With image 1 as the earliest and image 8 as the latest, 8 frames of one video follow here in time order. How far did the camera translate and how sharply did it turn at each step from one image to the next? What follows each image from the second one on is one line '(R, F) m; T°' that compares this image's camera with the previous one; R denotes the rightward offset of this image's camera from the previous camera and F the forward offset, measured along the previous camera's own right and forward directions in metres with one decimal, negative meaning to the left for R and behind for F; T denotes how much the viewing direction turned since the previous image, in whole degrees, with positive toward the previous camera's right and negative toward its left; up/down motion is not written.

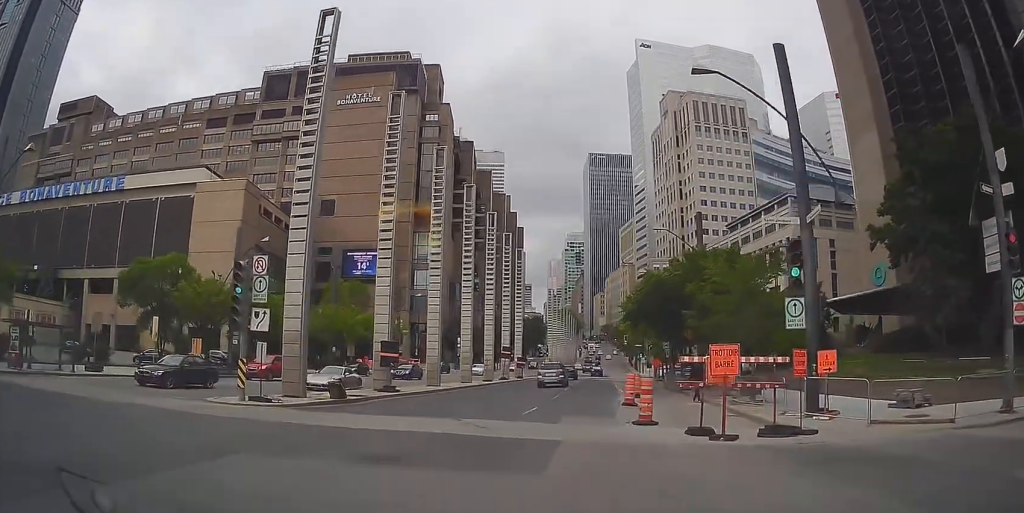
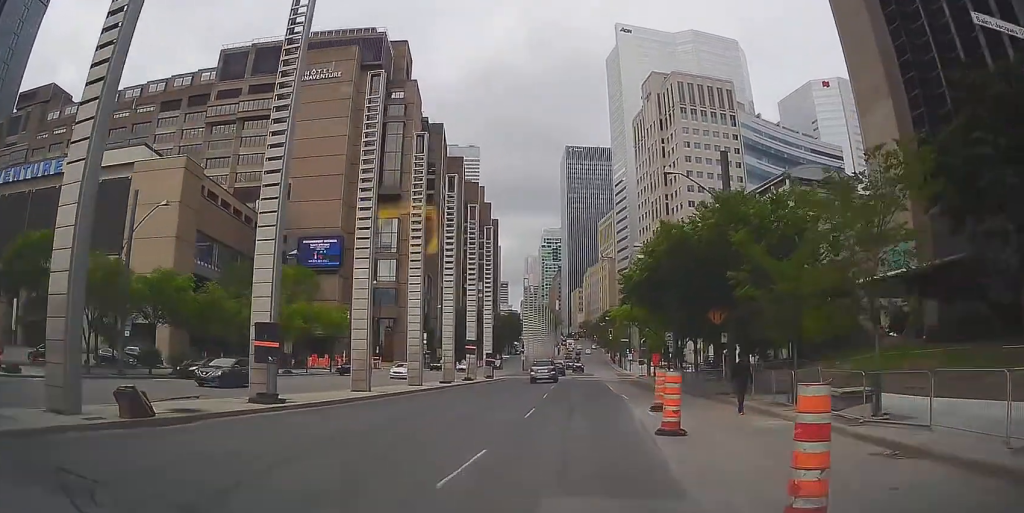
(+0.5, +11.7) m; +4°
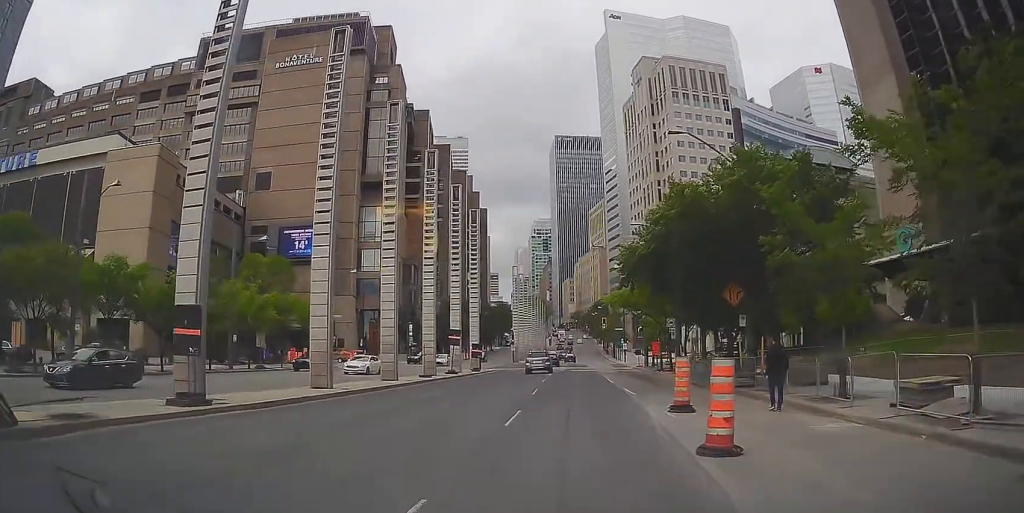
(0.0, +4.2) m; +1°
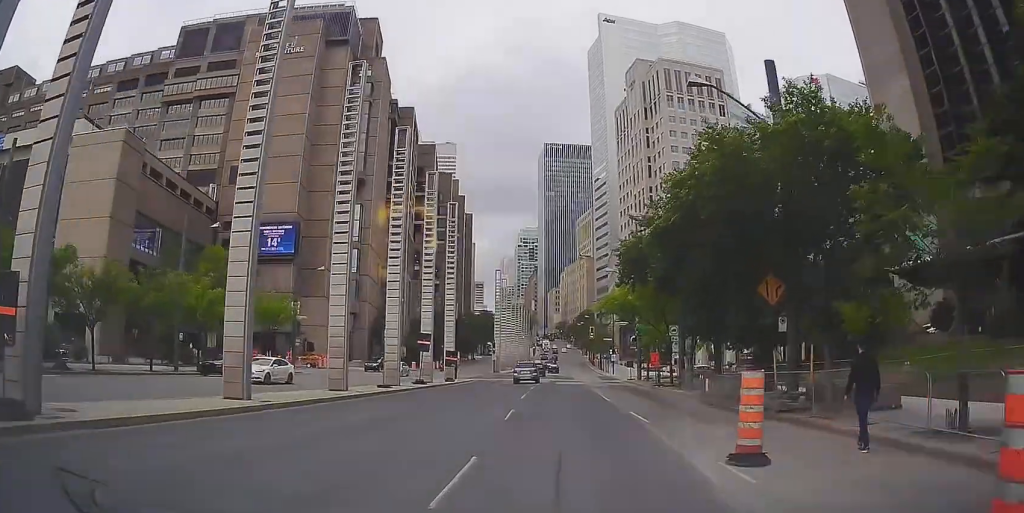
(+0.1, +5.9) m; 0°
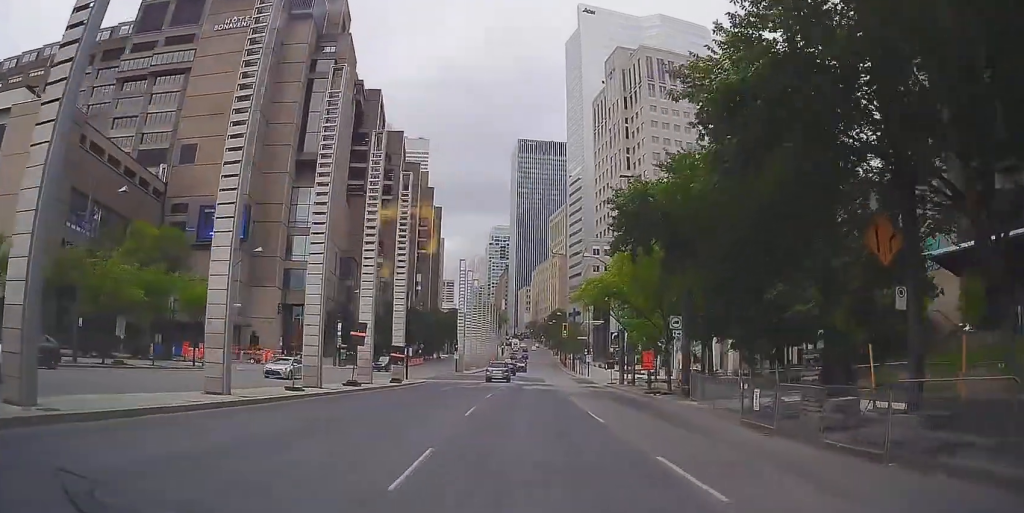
(0.0, +8.3) m; 0°
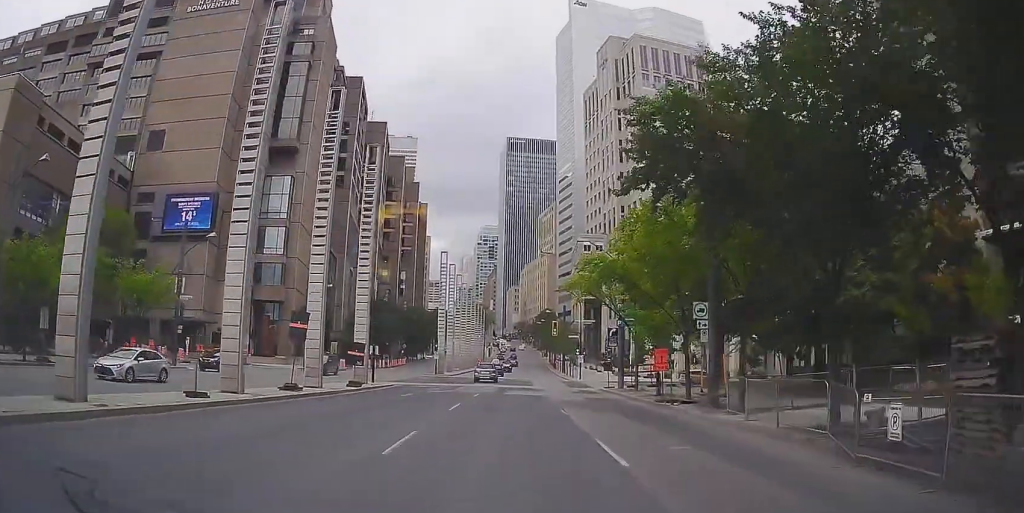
(-0.2, +6.4) m; 0°
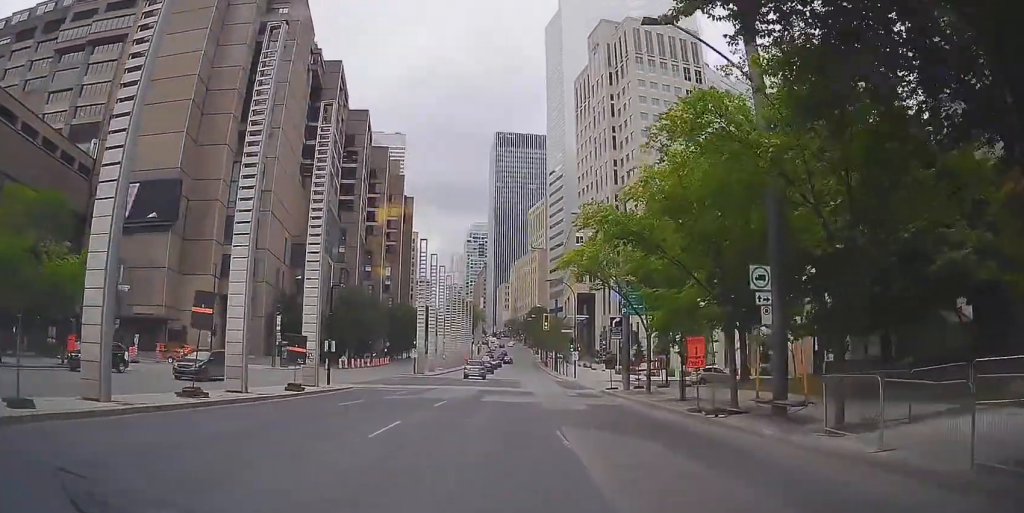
(+0.1, +7.2) m; +1°
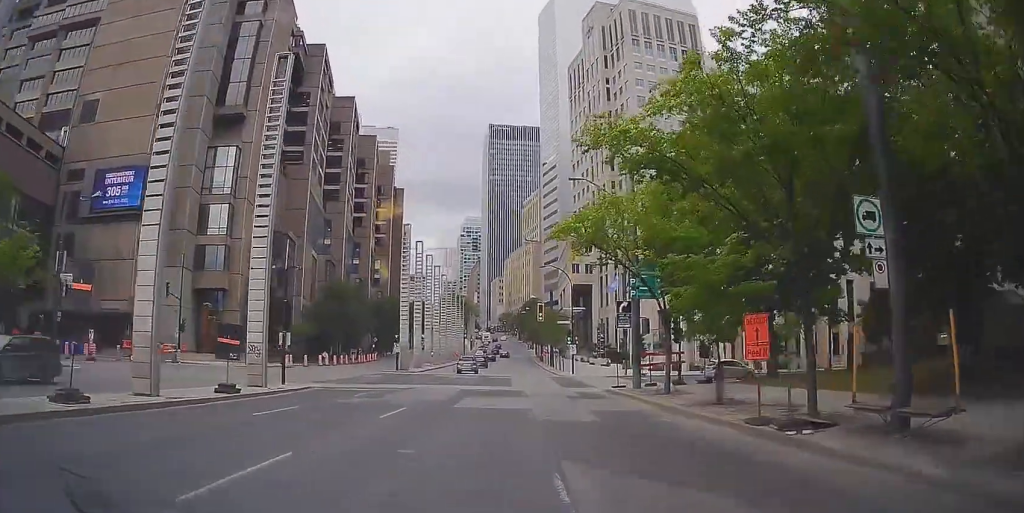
(0.0, +5.7) m; +1°
